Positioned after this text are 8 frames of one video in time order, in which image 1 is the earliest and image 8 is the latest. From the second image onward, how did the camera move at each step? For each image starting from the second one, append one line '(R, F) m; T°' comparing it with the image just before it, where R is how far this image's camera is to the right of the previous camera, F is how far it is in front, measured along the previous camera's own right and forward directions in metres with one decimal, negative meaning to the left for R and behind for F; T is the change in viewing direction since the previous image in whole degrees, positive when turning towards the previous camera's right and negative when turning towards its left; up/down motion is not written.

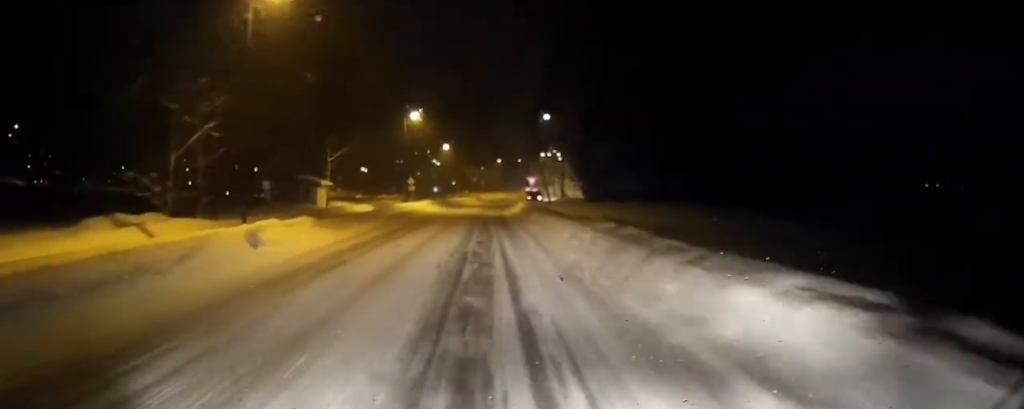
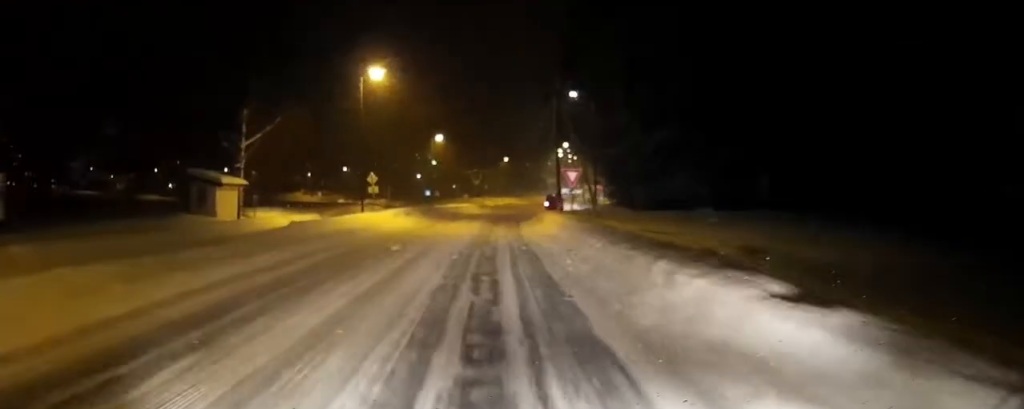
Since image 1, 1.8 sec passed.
(0.0, +20.4) m; 0°
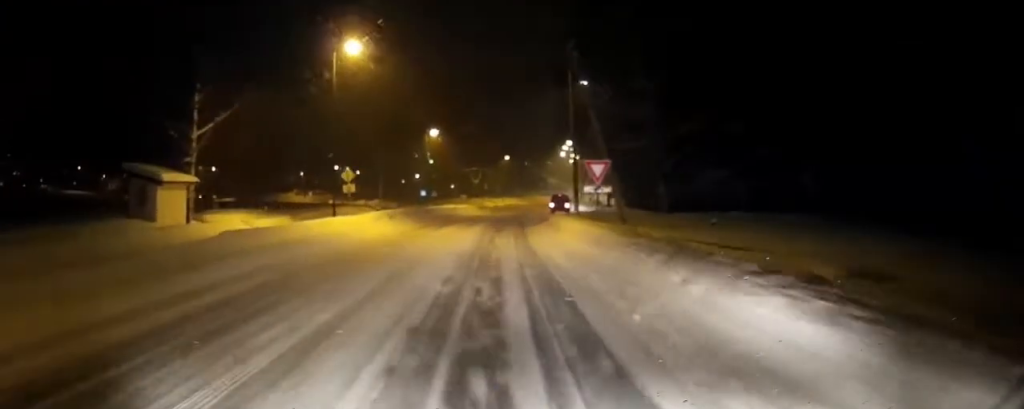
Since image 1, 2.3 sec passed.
(0.0, +6.1) m; 0°
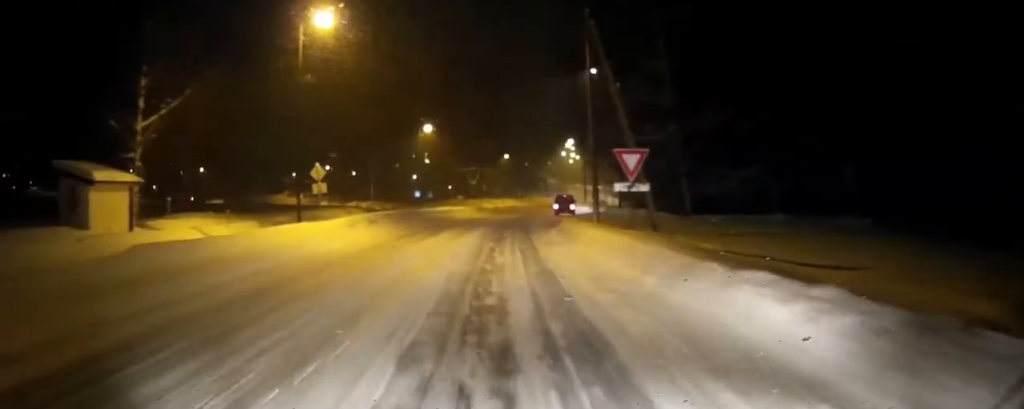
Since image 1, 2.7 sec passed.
(0.0, +4.9) m; 0°
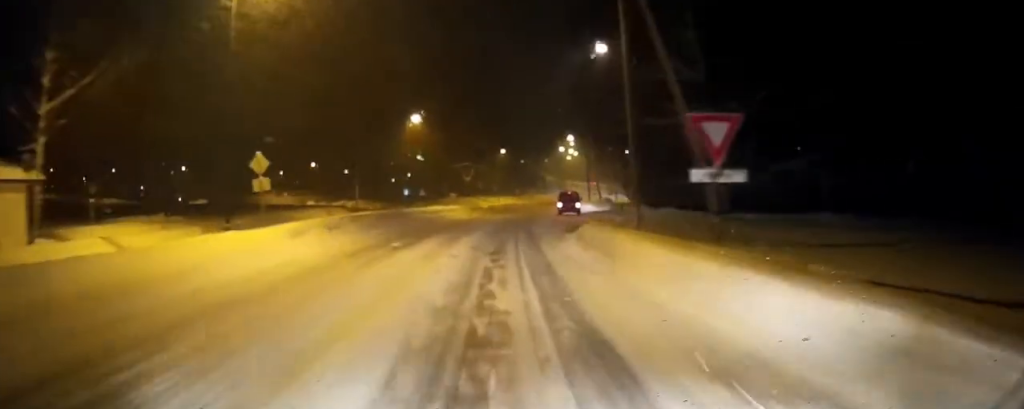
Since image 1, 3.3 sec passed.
(0.0, +6.0) m; 0°
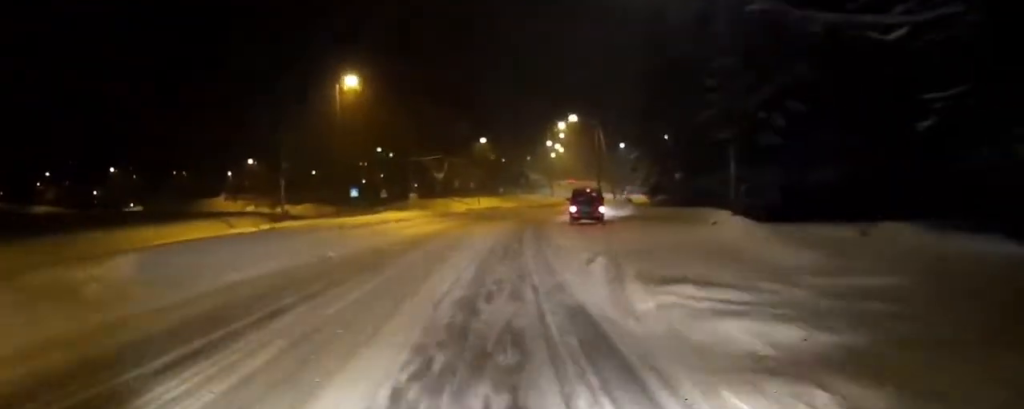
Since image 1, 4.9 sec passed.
(+0.3, +18.1) m; +2°
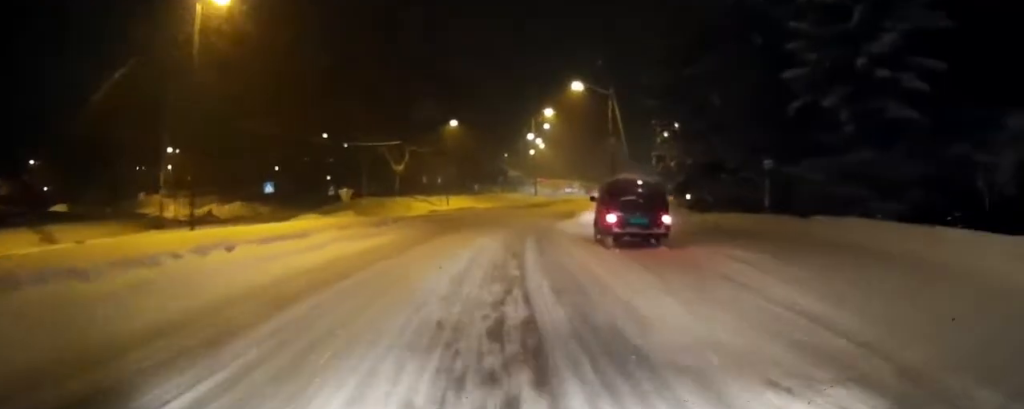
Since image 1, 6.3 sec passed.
(+0.1, +15.4) m; +2°
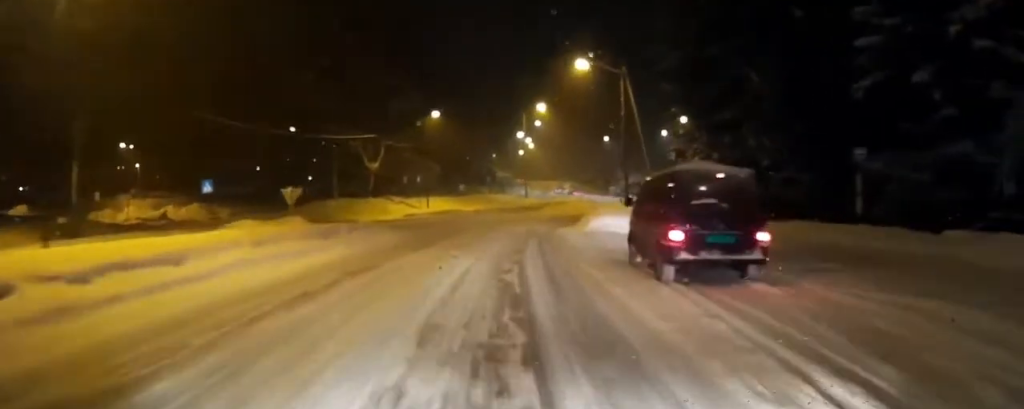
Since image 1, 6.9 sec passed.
(+0.1, +6.9) m; +1°
